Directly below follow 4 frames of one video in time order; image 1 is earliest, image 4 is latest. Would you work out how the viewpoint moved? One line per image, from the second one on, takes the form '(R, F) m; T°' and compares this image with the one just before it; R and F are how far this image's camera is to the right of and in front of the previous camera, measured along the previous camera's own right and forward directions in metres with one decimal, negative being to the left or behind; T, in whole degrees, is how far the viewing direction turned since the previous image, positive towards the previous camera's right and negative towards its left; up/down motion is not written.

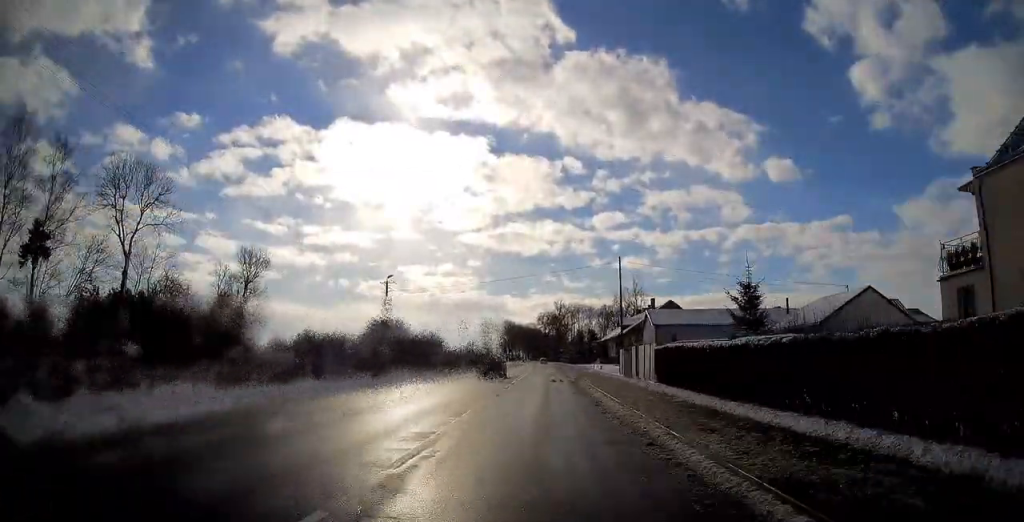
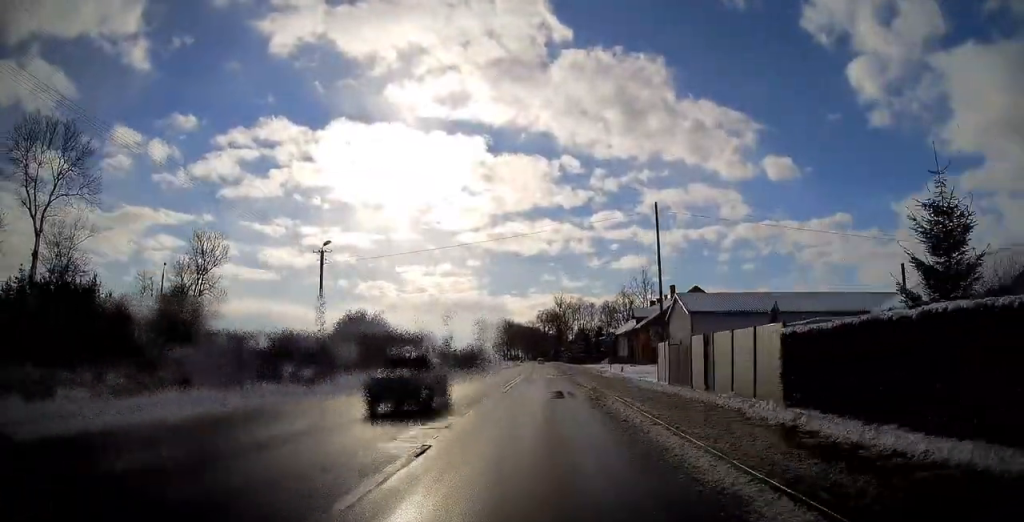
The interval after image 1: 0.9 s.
(0.0, +13.9) m; 0°
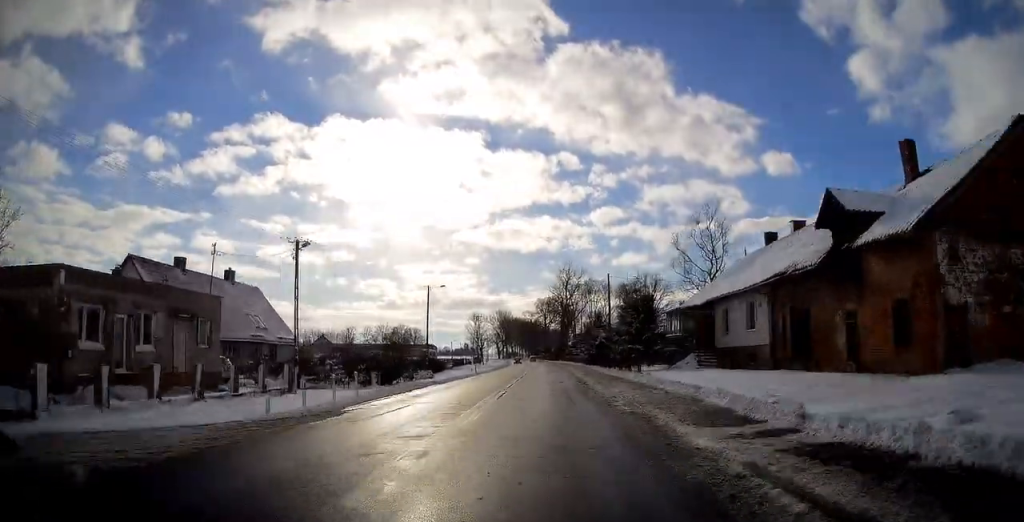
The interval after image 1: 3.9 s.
(0.0, +48.4) m; 0°
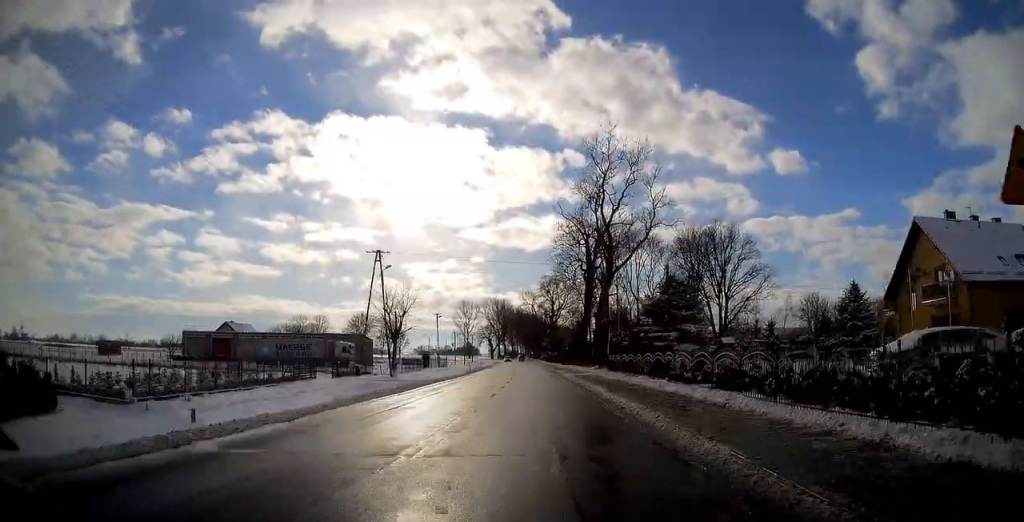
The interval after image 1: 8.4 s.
(0.0, +68.4) m; -1°
